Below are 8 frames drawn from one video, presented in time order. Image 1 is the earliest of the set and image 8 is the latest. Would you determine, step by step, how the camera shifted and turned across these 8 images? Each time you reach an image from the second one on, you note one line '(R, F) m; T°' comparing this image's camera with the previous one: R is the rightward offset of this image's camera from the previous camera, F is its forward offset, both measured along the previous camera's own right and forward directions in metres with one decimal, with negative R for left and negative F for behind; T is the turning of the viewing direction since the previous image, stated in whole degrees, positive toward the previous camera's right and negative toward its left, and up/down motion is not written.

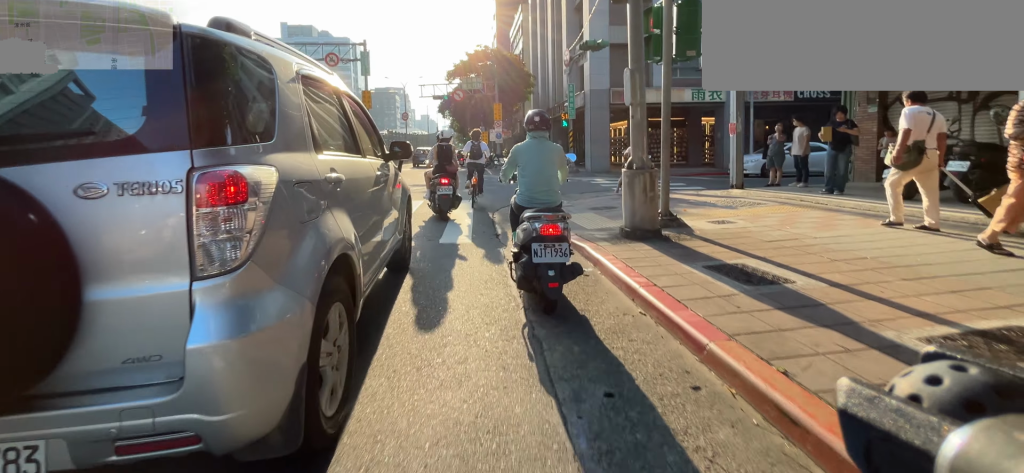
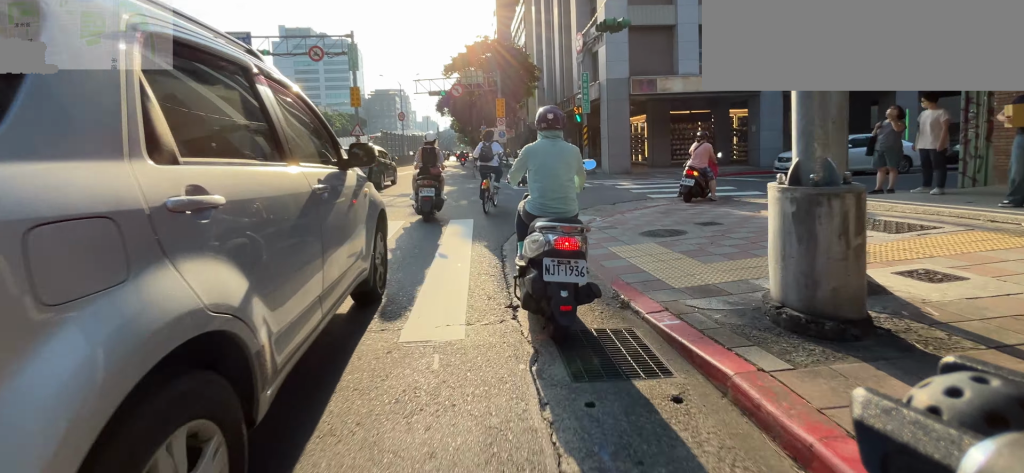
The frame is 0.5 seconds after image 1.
(+0.3, +2.8) m; +6°
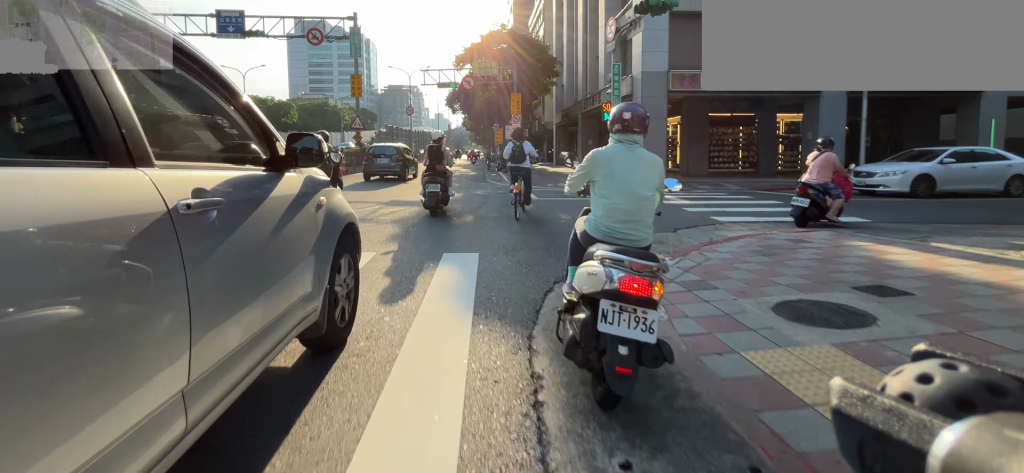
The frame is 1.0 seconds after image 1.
(0.0, +2.7) m; -2°
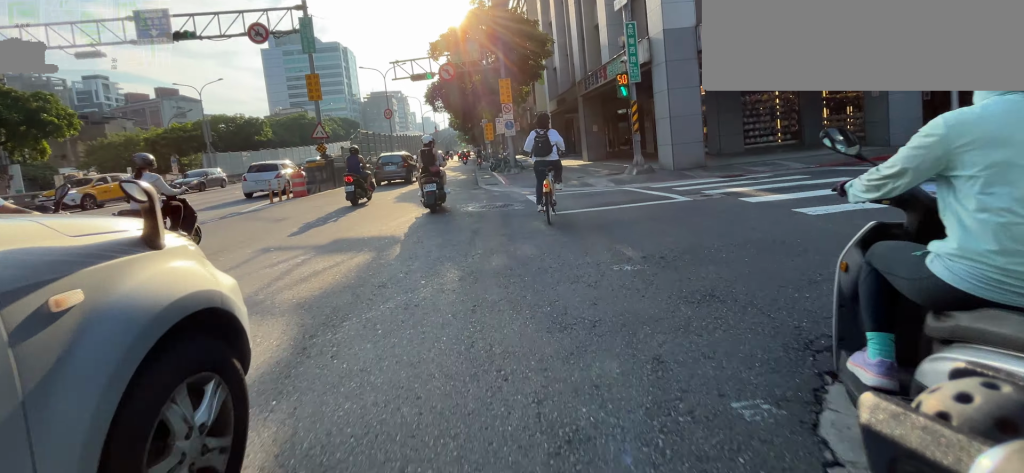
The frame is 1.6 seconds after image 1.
(0.0, +3.6) m; -2°
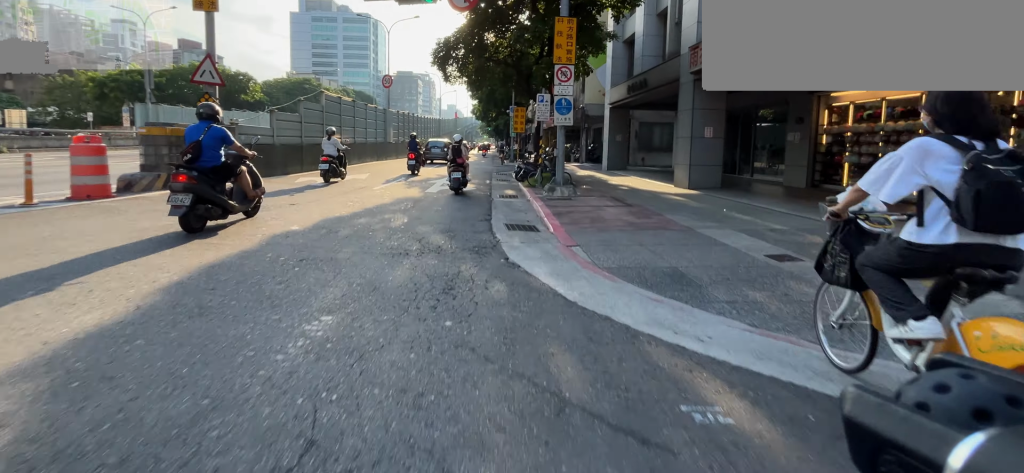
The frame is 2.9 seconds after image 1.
(-0.4, +9.4) m; -3°
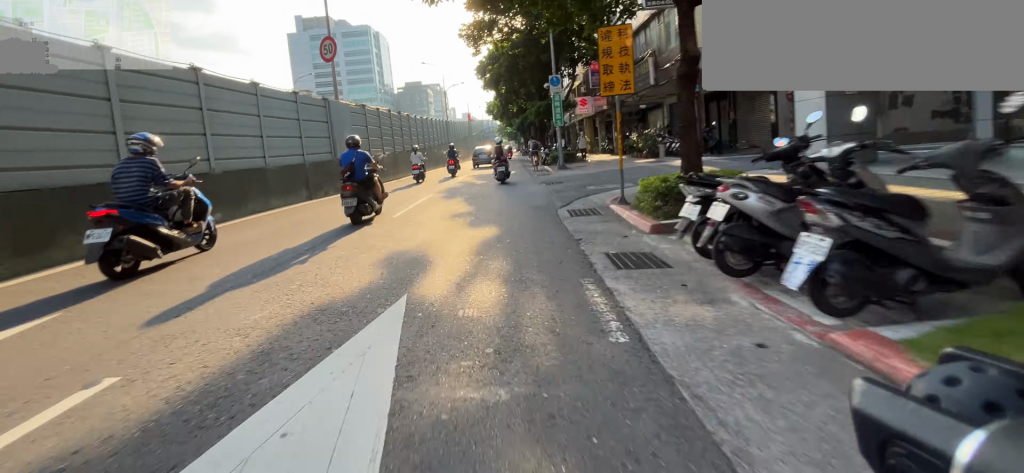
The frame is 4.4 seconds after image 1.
(-0.3, +12.2) m; 0°
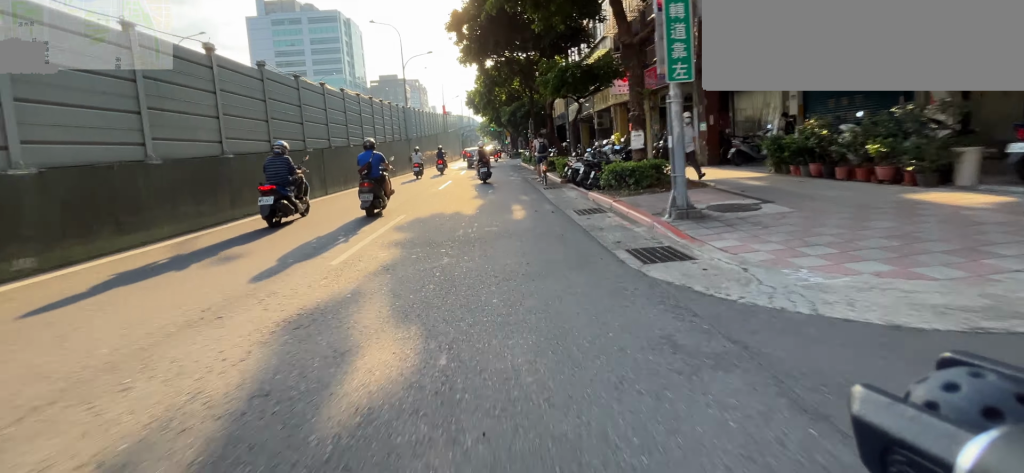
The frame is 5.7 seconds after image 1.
(+0.6, +14.2) m; +4°
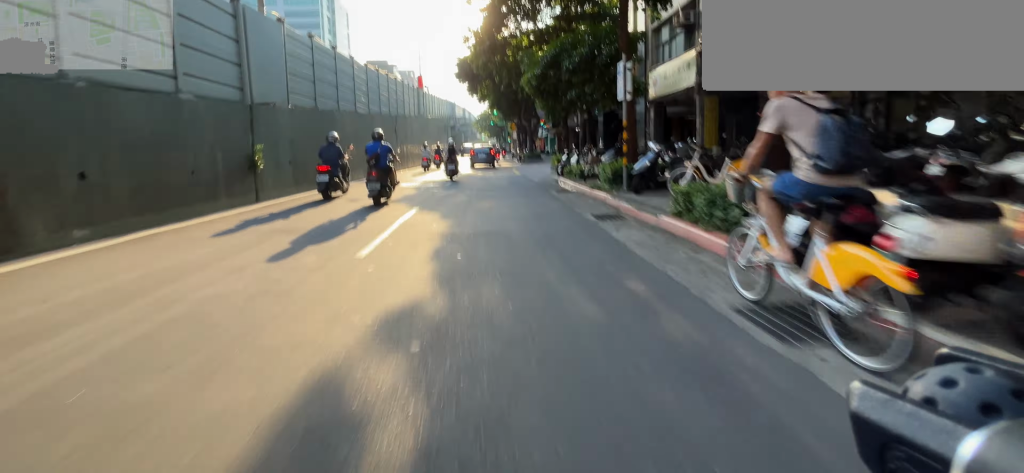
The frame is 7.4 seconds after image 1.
(+0.1, +23.6) m; -1°
